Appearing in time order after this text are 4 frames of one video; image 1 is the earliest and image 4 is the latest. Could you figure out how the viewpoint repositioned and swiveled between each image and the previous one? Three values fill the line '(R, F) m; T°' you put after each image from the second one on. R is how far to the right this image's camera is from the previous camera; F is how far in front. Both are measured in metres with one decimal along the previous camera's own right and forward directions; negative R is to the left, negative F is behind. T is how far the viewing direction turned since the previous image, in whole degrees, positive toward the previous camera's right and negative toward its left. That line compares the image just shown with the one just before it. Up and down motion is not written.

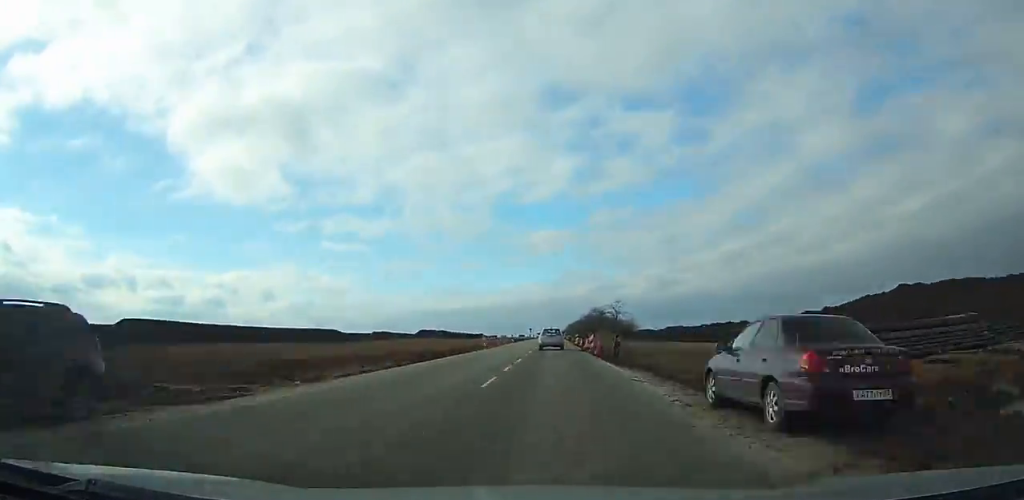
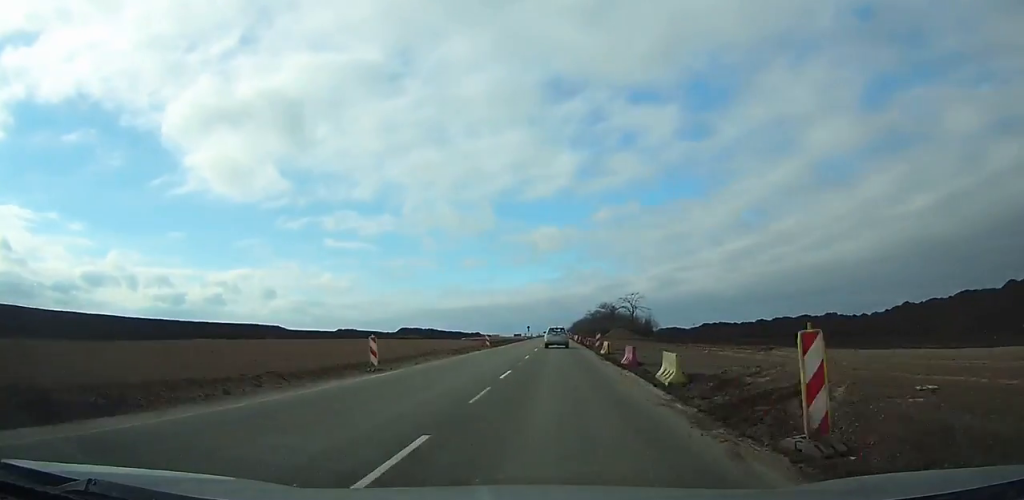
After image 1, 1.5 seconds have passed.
(+0.1, +33.5) m; 0°
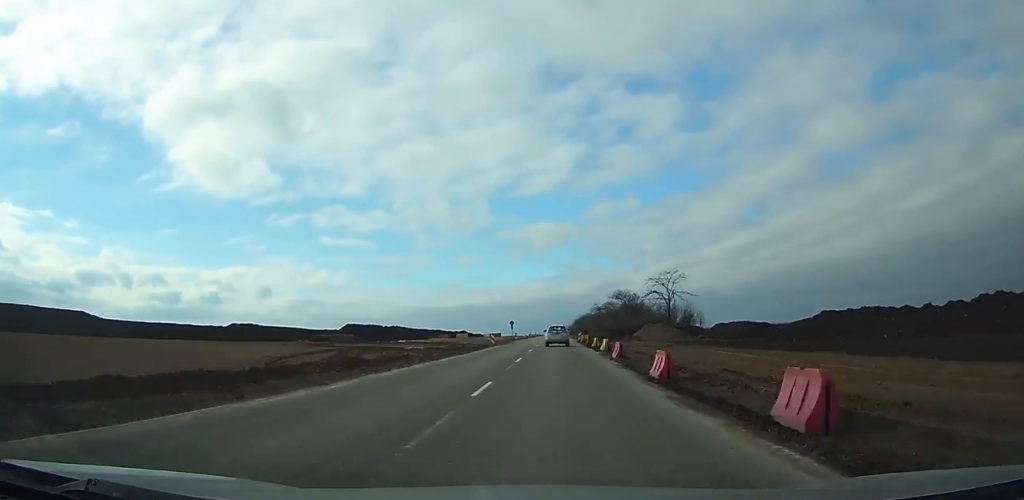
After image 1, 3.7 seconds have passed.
(0.0, +52.5) m; 0°
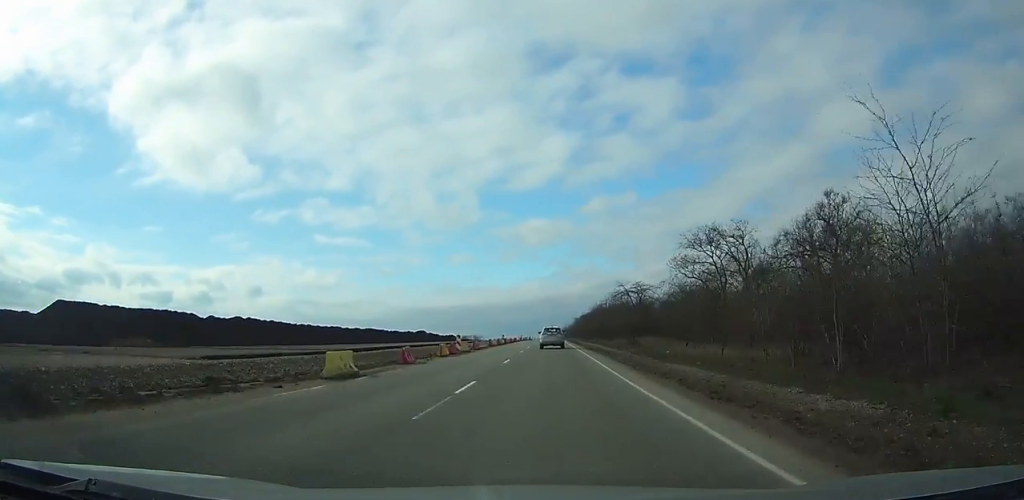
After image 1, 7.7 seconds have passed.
(+0.2, +95.3) m; 0°
